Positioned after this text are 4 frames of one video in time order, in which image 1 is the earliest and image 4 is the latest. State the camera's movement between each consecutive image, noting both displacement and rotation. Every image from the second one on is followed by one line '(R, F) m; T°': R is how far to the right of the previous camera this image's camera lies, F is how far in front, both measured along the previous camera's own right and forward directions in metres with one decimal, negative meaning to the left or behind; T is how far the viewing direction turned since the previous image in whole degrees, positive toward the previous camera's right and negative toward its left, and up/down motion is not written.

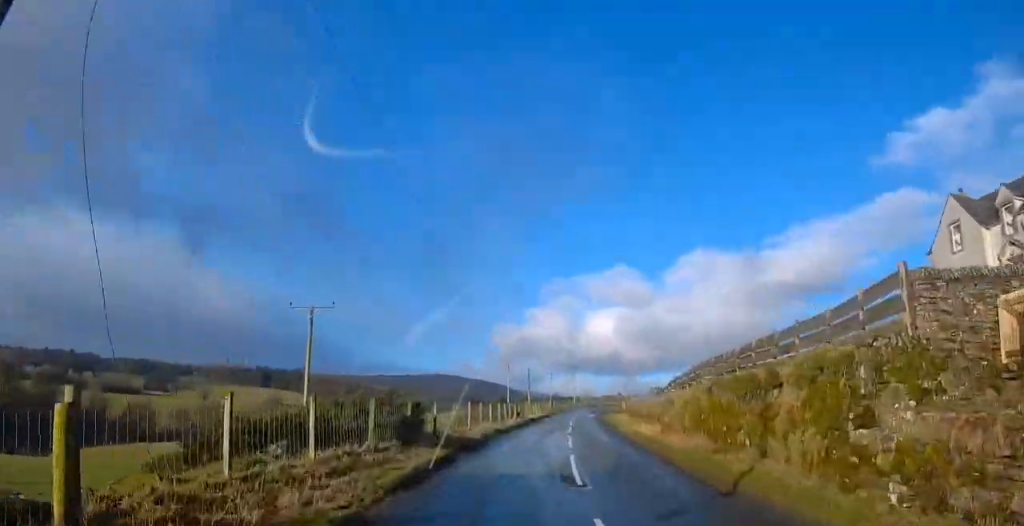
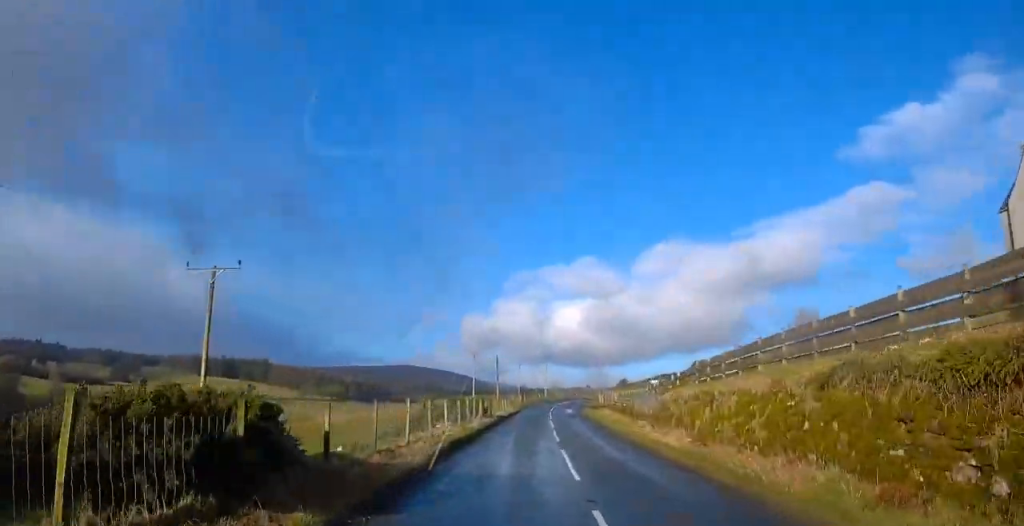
(0.0, +8.3) m; 0°
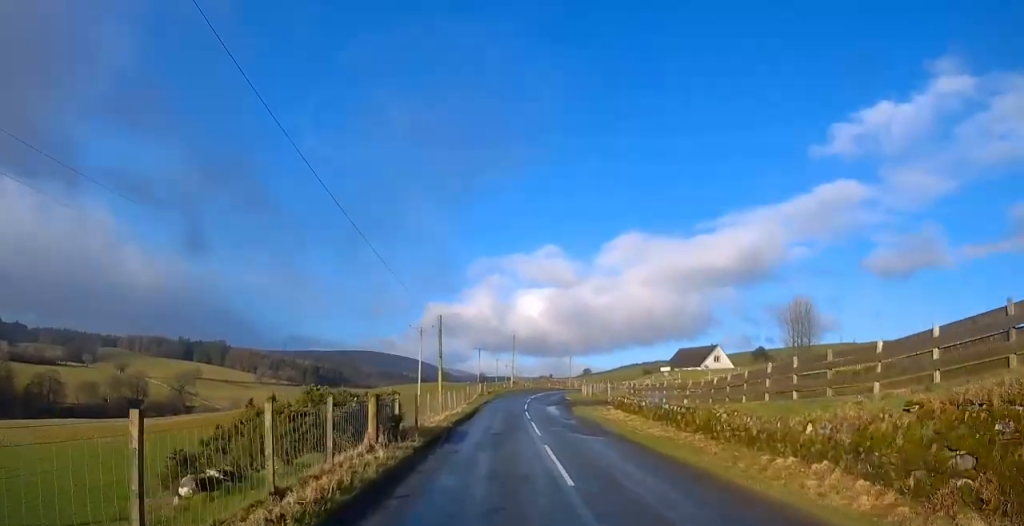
(0.0, +18.9) m; +2°
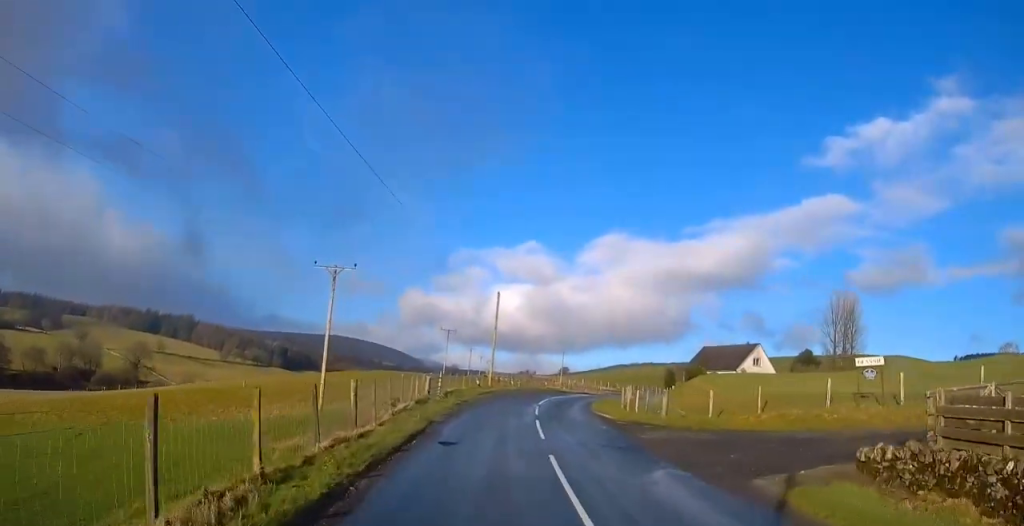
(+1.5, +30.1) m; +4°
